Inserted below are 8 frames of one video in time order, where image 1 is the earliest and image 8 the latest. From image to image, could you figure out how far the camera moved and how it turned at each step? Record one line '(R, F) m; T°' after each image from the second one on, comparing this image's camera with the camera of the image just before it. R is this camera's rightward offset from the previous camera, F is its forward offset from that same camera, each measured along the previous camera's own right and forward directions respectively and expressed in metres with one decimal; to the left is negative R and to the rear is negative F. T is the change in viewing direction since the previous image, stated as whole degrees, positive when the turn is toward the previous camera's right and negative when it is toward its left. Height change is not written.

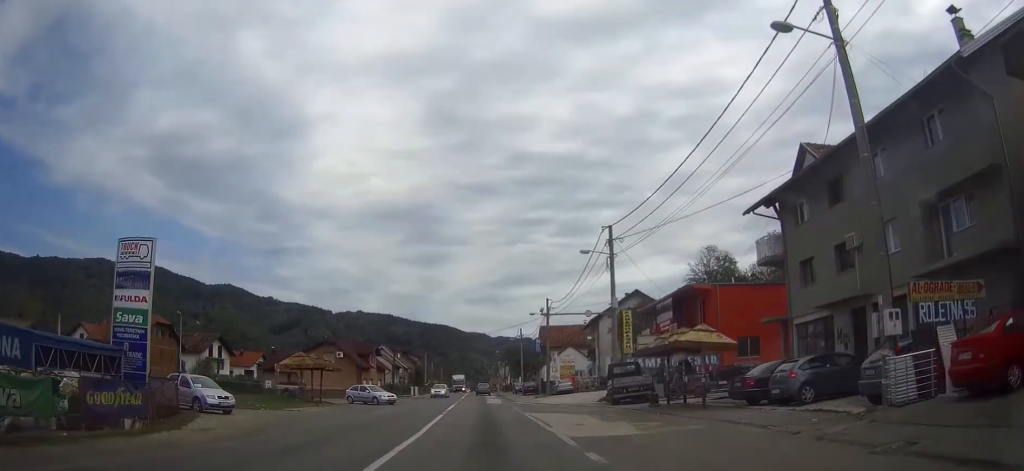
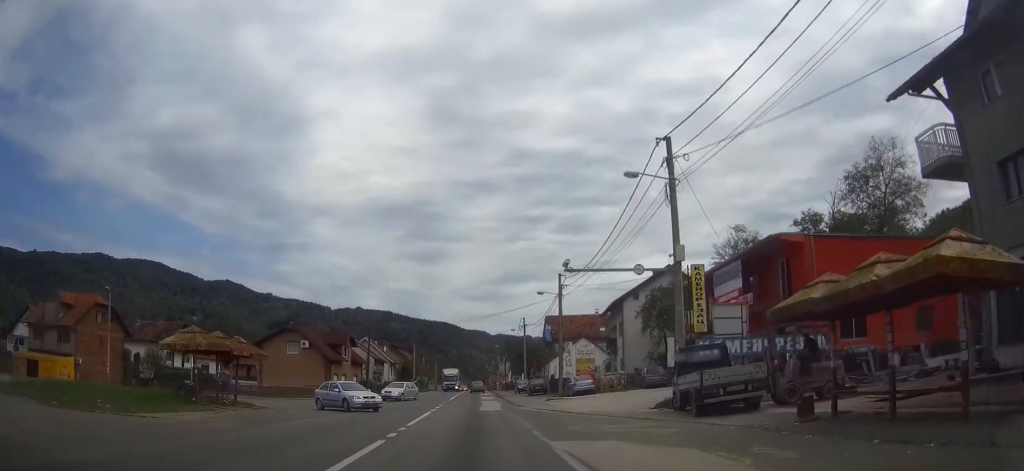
(+0.1, +15.0) m; 0°
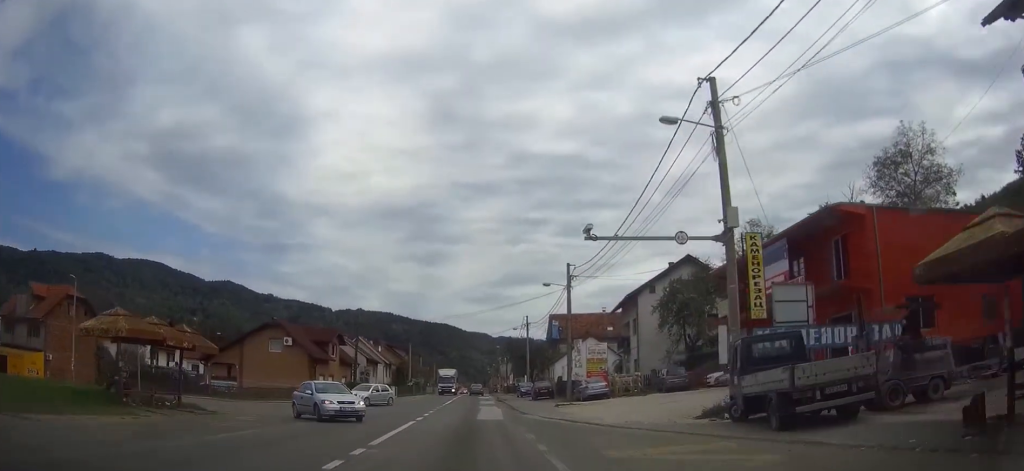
(0.0, +5.9) m; 0°
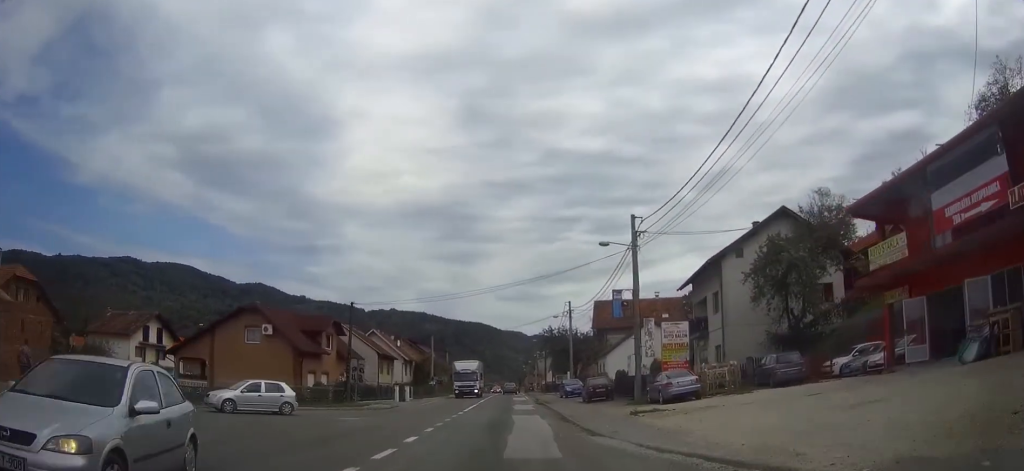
(-0.1, +13.9) m; -1°
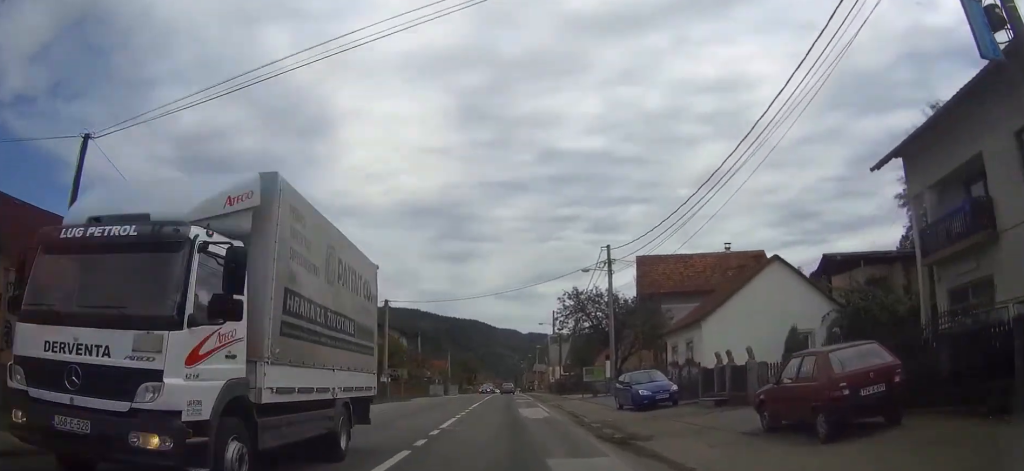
(-0.4, +29.9) m; -1°
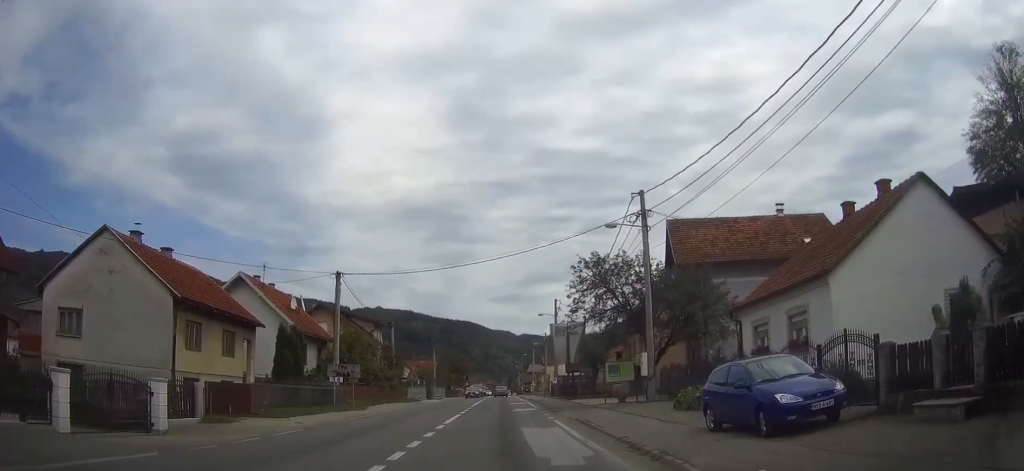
(+0.1, +13.4) m; 0°
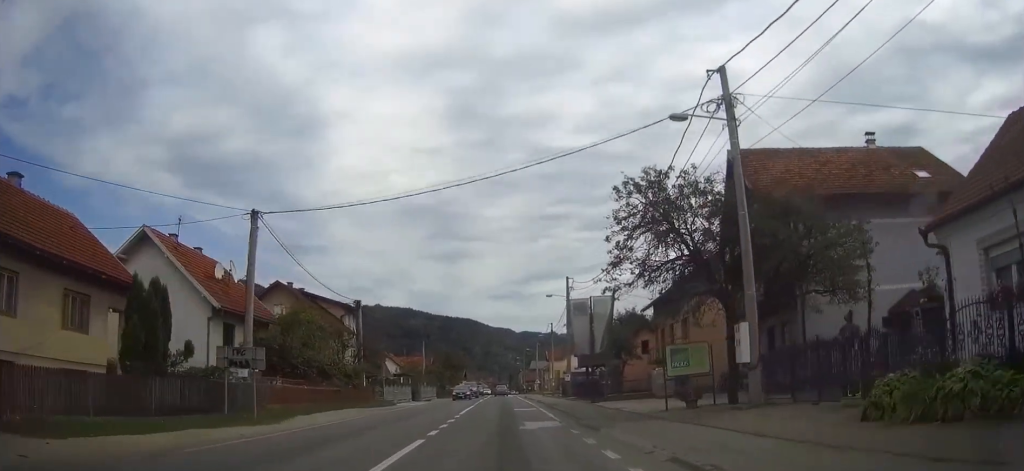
(0.0, +13.4) m; 0°
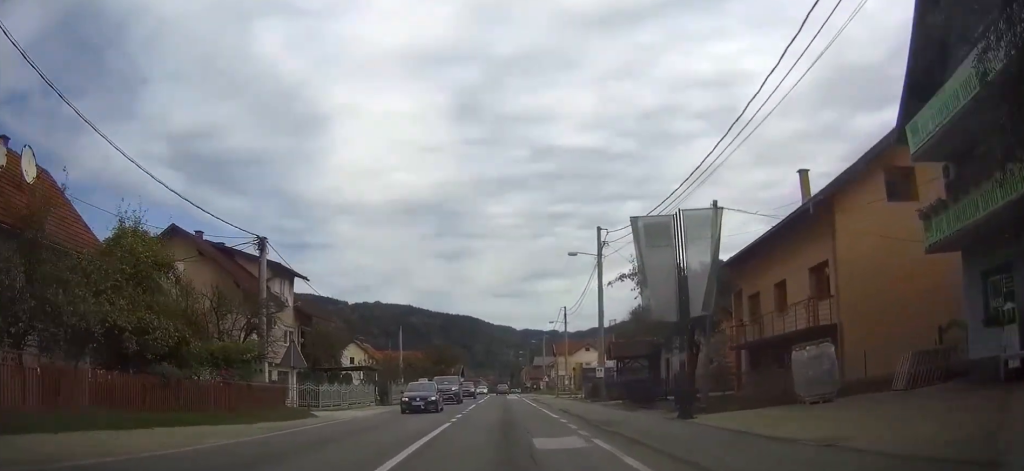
(0.0, +18.8) m; 0°
